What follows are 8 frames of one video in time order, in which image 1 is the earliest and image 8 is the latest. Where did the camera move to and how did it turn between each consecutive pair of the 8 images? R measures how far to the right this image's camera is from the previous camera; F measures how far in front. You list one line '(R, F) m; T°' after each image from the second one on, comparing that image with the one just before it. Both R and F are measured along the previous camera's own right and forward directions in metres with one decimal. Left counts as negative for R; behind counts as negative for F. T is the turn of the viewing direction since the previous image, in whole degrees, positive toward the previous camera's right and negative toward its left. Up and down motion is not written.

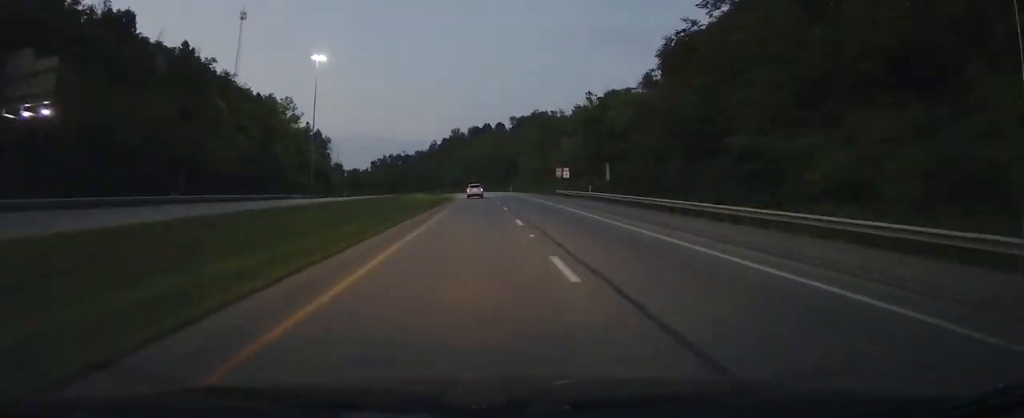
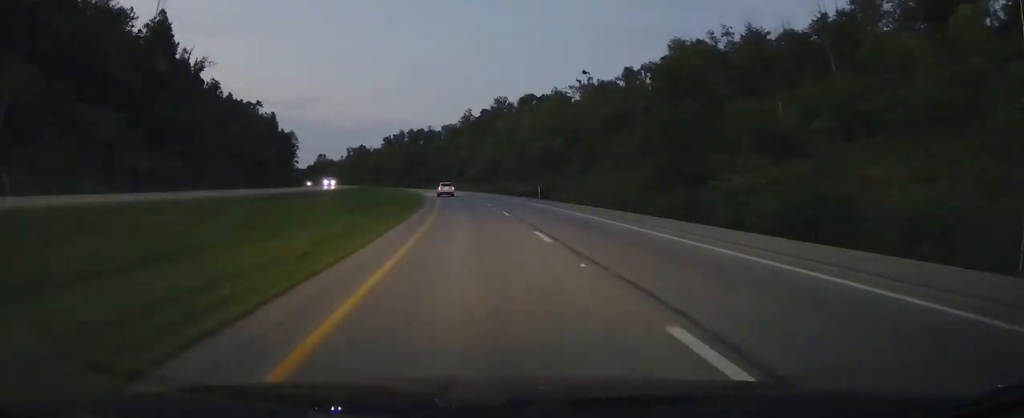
(-4.5, +127.2) m; -7°
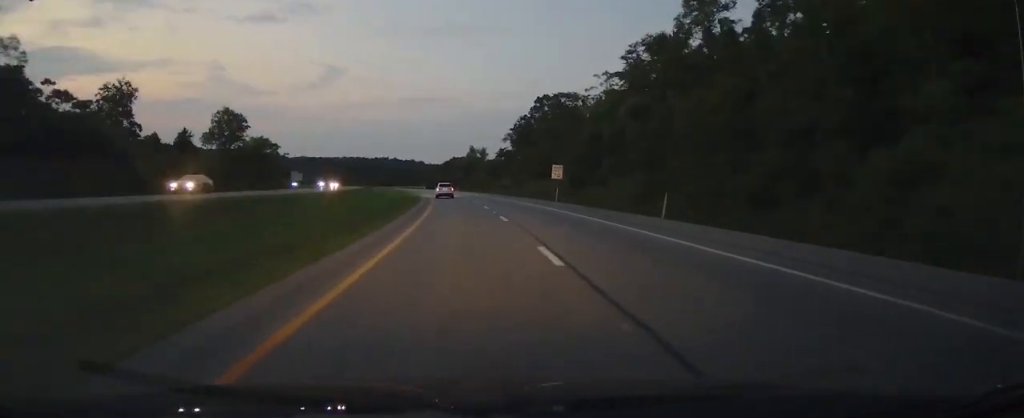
(-60.8, +283.1) m; -27°
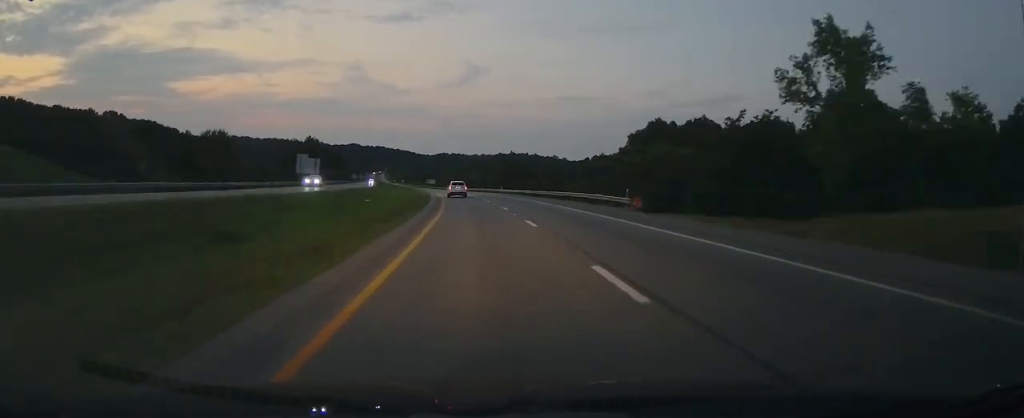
(-18.6, +140.9) m; -13°
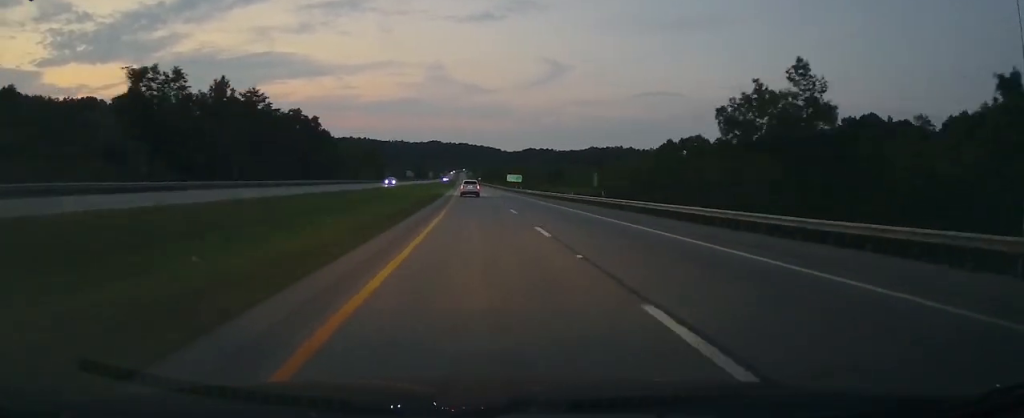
(-7.8, +102.5) m; -5°
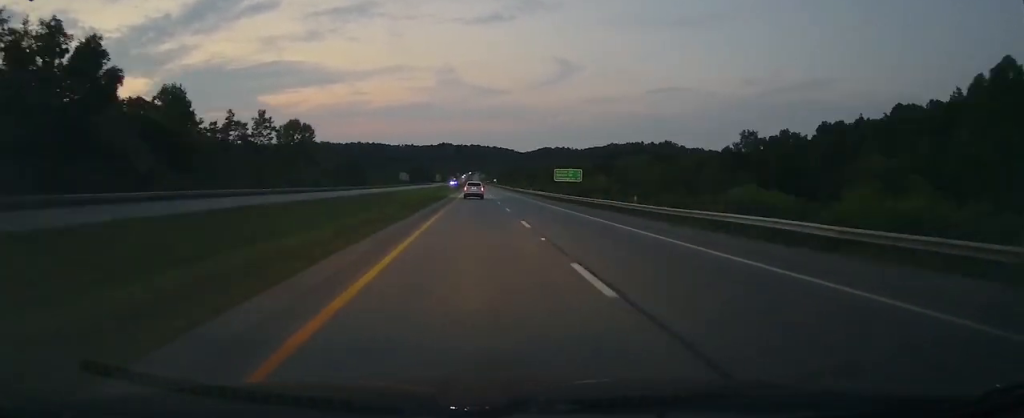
(-1.2, +58.7) m; -1°
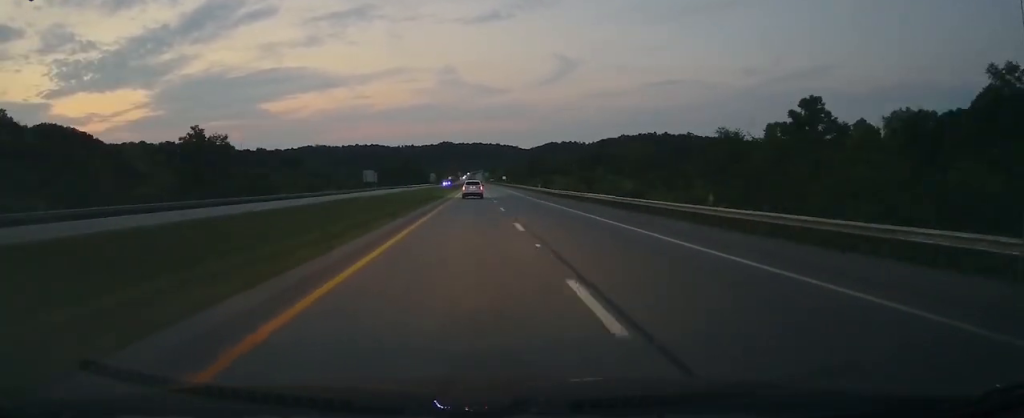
(-0.5, +62.2) m; -1°
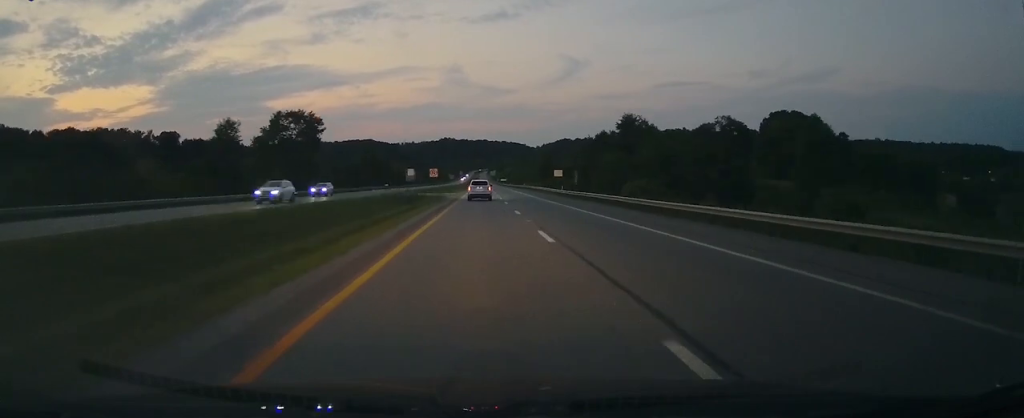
(-0.6, +99.0) m; 0°
